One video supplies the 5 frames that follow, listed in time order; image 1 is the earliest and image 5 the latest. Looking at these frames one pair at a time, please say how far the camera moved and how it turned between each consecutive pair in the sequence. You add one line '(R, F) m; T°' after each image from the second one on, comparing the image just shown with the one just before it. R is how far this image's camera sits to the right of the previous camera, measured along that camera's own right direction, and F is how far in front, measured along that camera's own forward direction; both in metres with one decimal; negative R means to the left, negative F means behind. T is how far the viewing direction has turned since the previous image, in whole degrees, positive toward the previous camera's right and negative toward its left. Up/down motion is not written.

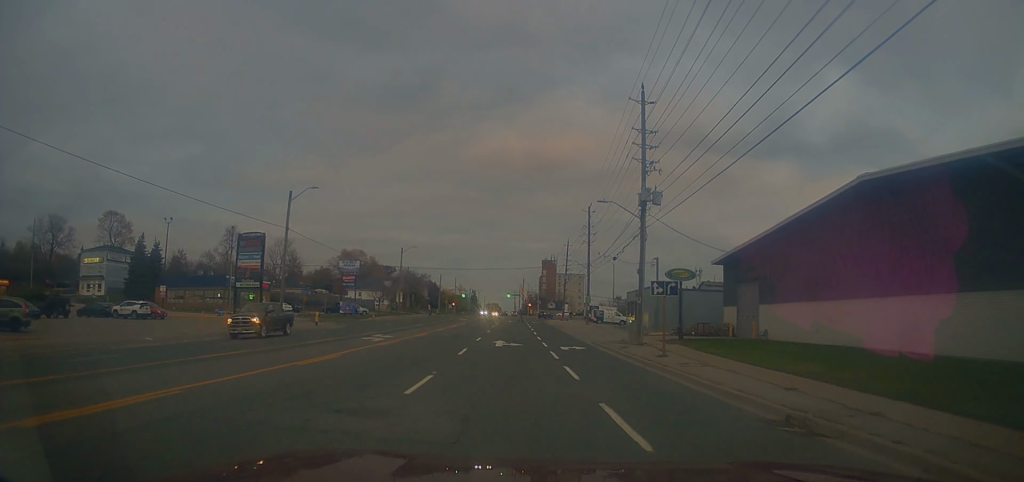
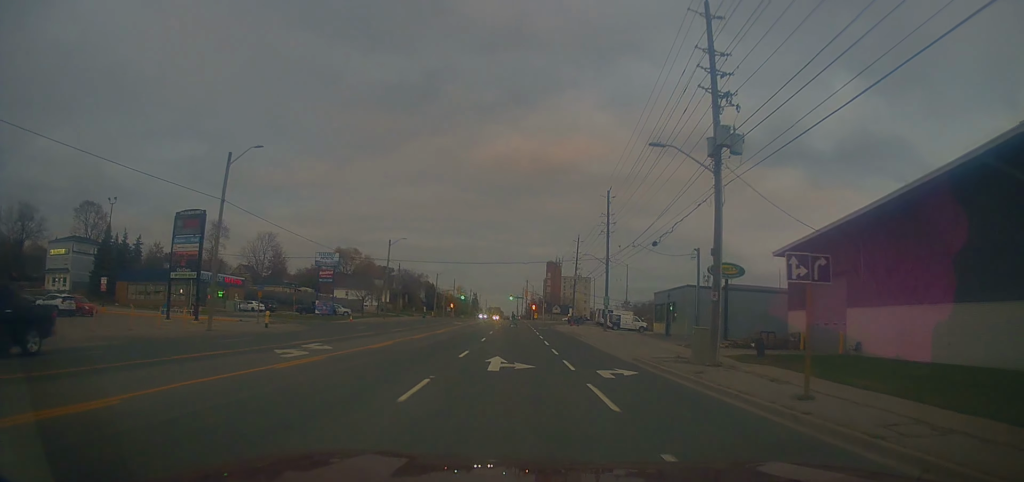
(-0.4, +11.1) m; 0°
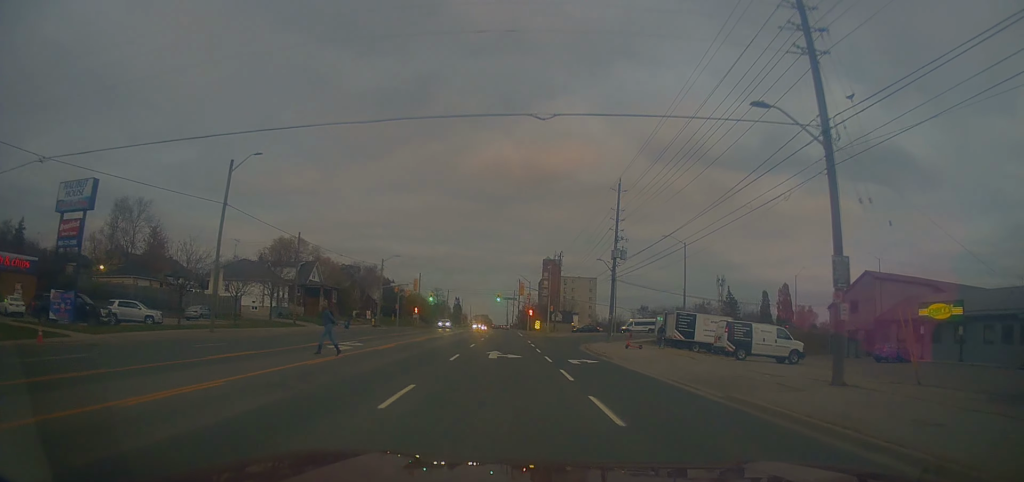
(+1.1, +43.2) m; +2°
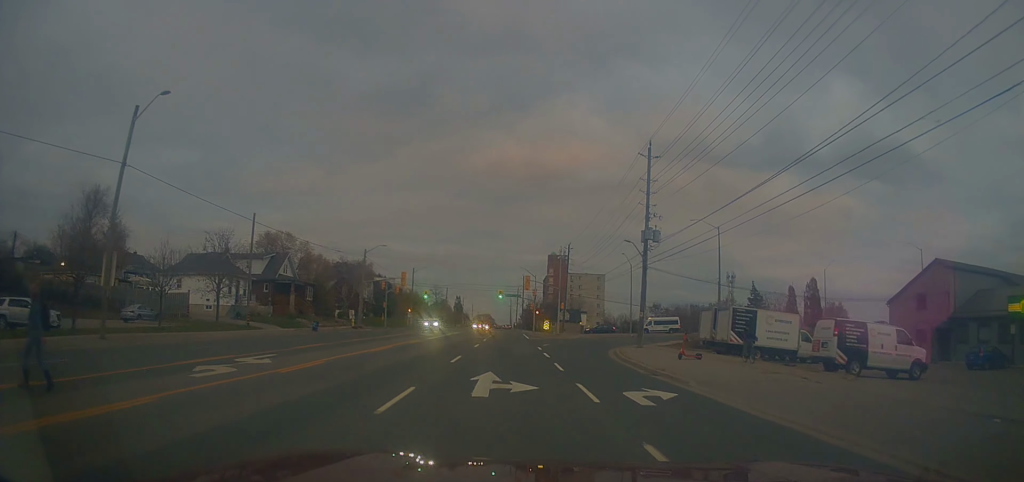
(0.0, +11.0) m; 0°
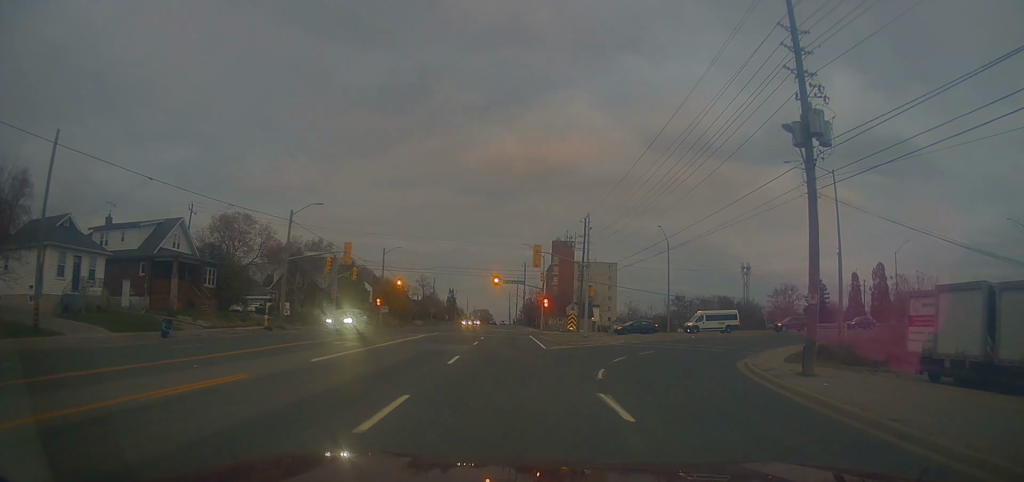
(+0.4, +23.2) m; +2°
